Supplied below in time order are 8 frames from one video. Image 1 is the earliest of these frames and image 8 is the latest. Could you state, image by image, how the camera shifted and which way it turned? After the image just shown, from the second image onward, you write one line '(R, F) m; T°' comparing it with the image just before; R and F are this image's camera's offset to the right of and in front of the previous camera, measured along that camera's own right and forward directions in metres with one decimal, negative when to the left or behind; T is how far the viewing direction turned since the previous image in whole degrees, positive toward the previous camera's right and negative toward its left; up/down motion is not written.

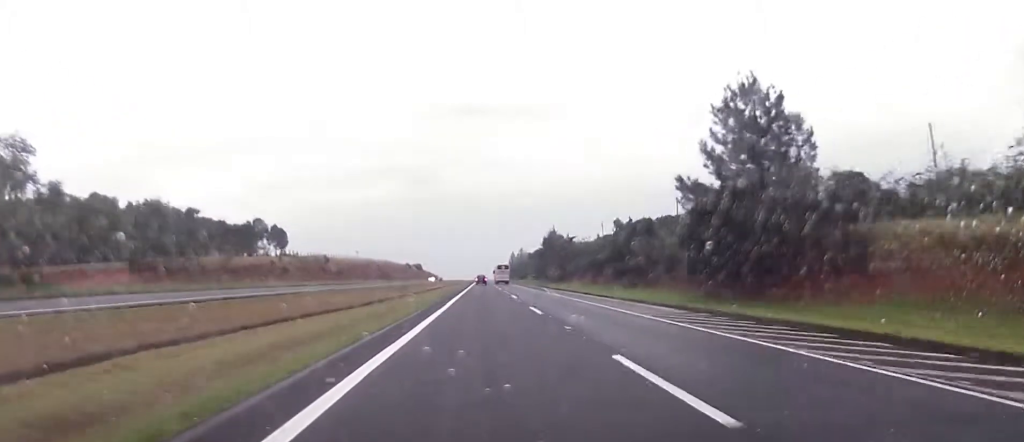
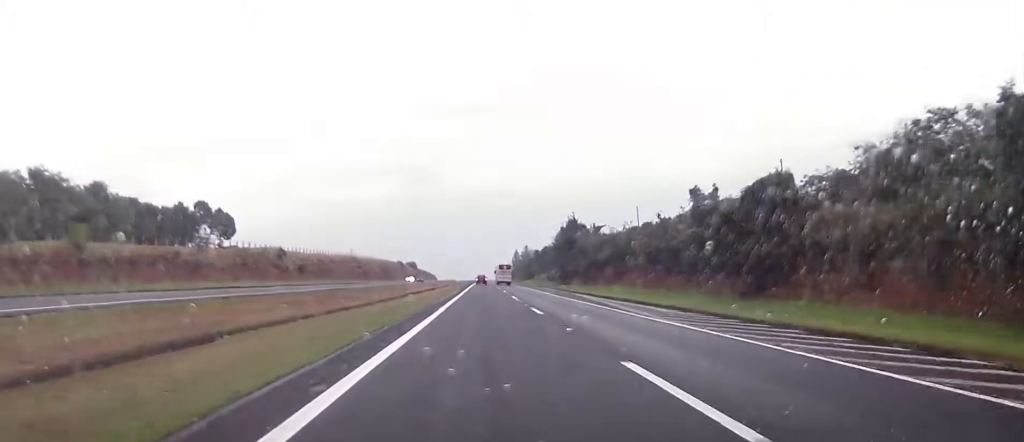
(0.0, +28.9) m; 0°
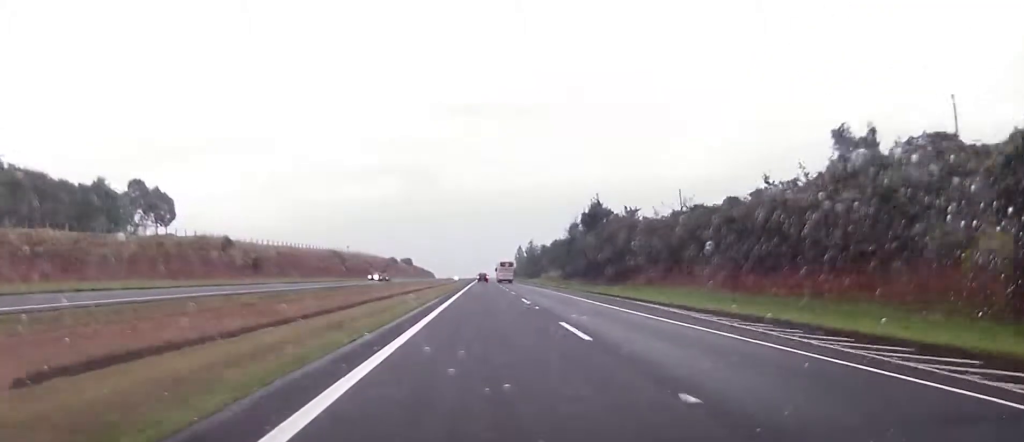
(0.0, +23.5) m; 0°
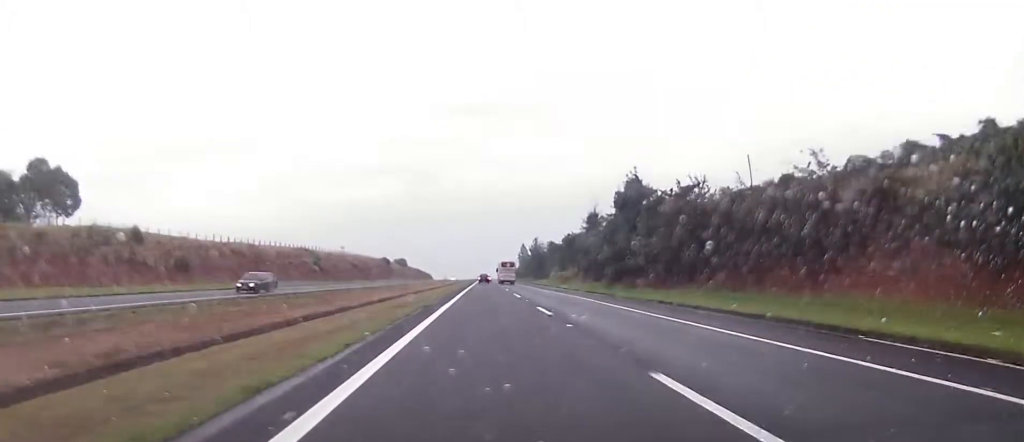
(-0.1, +24.5) m; 0°
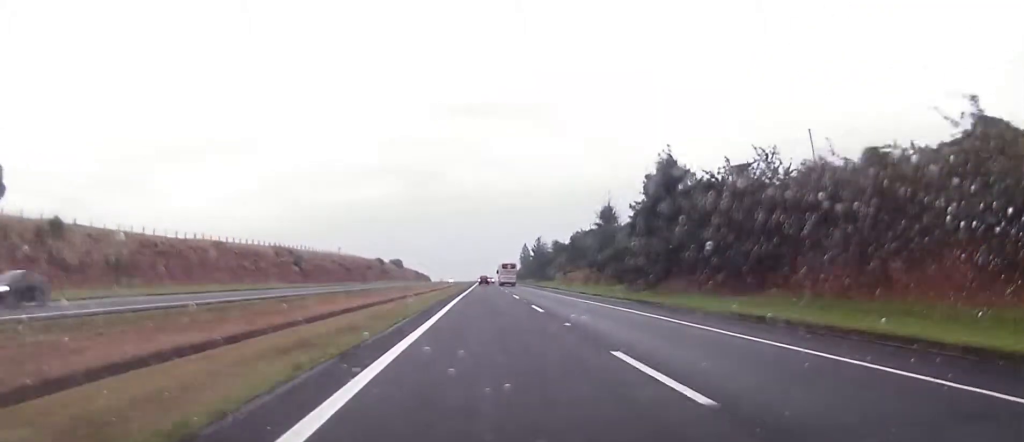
(0.0, +14.0) m; 0°
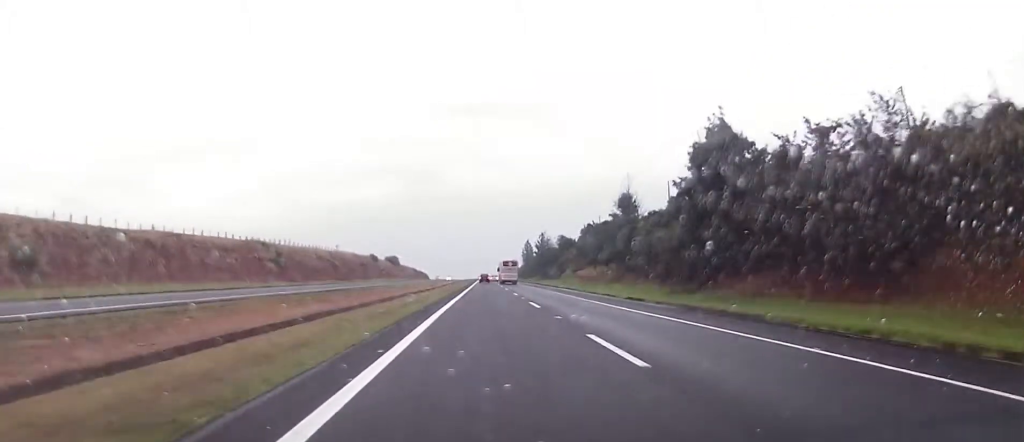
(0.0, +14.1) m; 0°
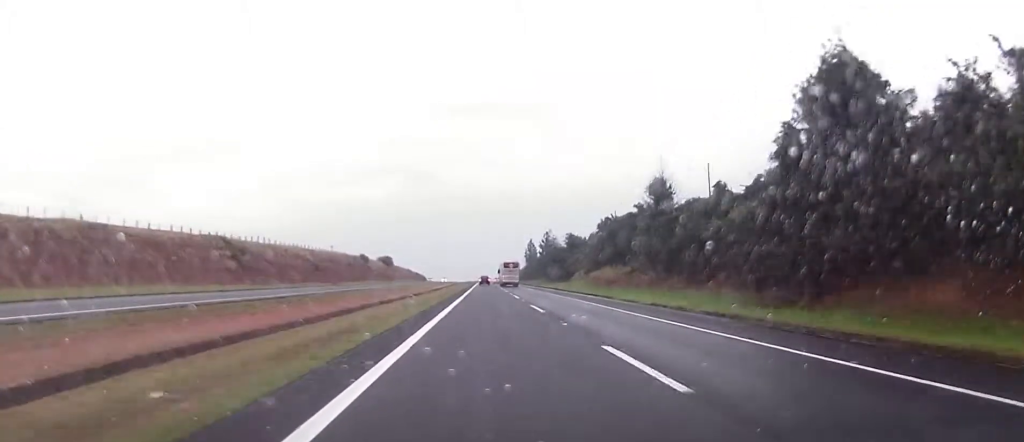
(0.0, +18.1) m; 0°
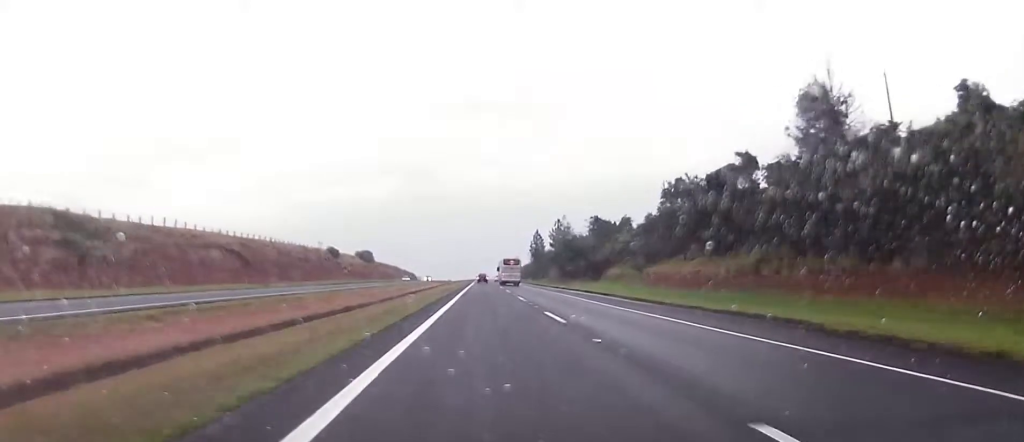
(-0.2, +40.7) m; +1°
